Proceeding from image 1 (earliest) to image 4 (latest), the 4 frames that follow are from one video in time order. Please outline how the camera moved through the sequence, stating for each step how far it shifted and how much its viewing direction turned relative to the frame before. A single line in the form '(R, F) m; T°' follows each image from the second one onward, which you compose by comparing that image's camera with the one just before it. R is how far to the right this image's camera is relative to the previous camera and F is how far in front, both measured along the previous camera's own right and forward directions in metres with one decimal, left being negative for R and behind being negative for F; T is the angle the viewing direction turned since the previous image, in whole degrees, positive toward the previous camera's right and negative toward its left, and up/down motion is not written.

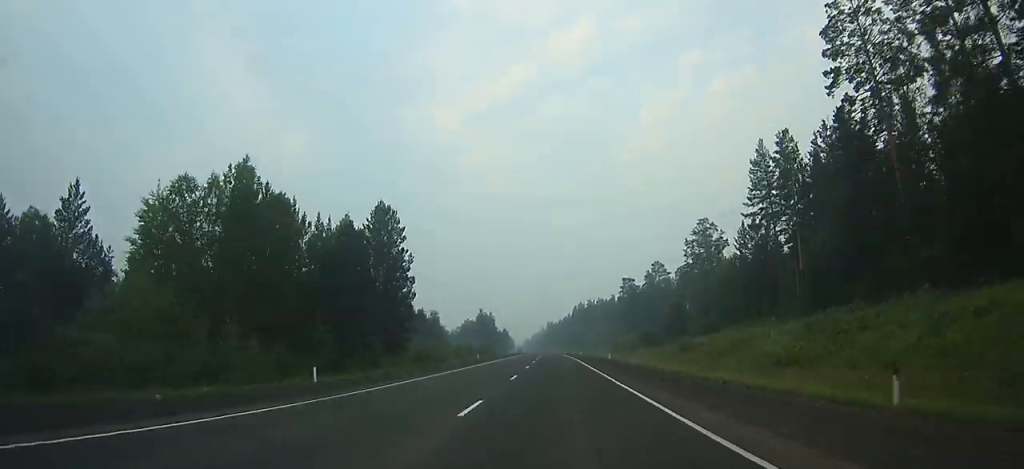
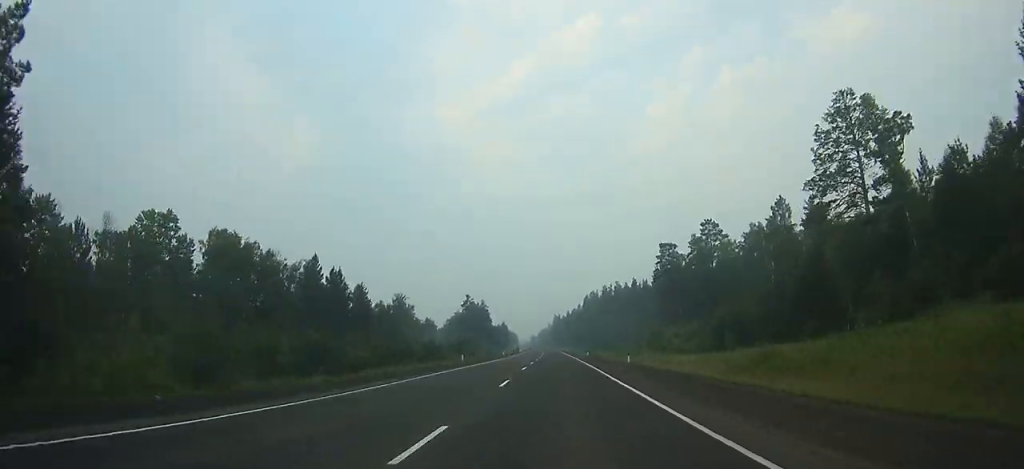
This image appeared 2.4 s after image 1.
(-0.2, +66.7) m; -1°
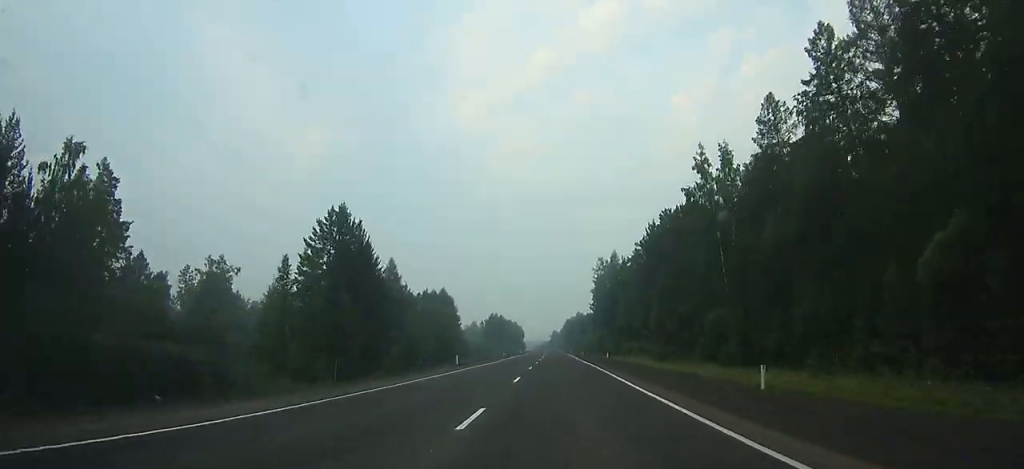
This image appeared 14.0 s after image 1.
(-8.6, +307.4) m; -3°
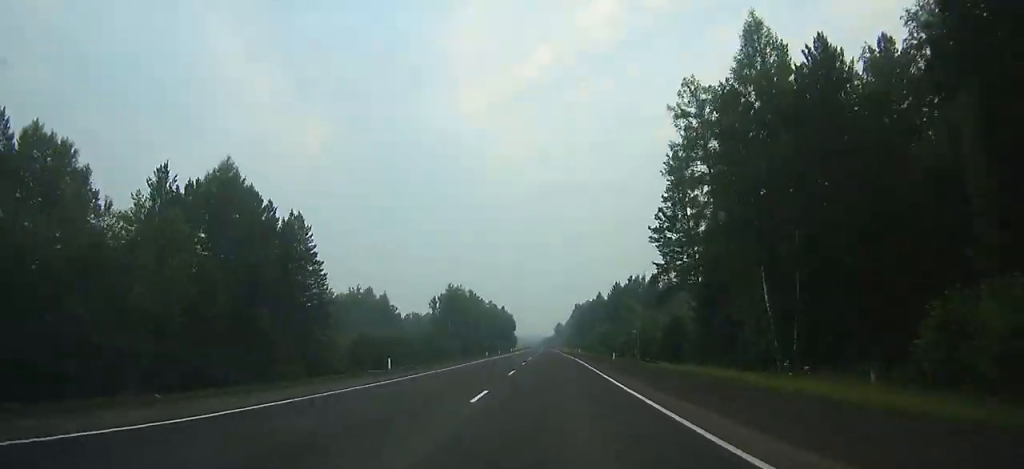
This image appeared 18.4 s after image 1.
(-0.5, +119.0) m; 0°
